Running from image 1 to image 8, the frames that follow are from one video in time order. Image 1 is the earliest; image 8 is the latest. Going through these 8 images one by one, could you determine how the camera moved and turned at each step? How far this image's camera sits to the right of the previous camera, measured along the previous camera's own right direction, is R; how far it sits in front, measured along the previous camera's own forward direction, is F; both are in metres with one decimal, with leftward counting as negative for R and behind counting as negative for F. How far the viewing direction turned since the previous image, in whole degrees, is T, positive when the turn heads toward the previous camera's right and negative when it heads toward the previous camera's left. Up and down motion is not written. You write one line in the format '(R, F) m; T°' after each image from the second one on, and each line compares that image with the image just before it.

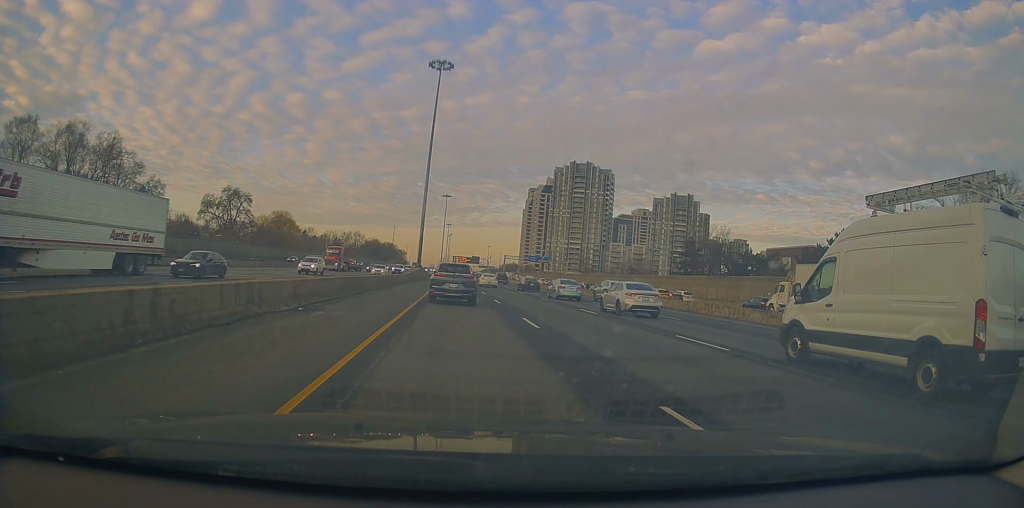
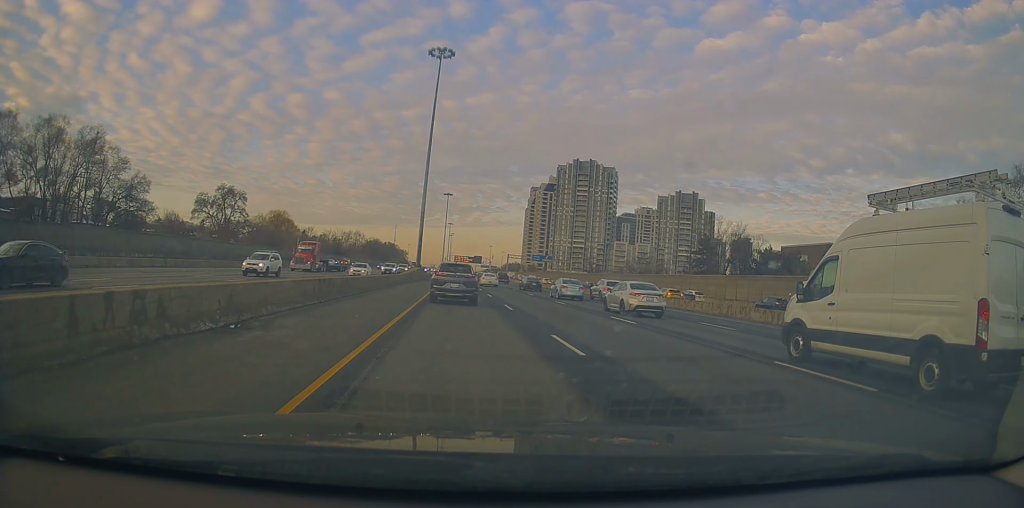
(-0.2, +4.9) m; -2°
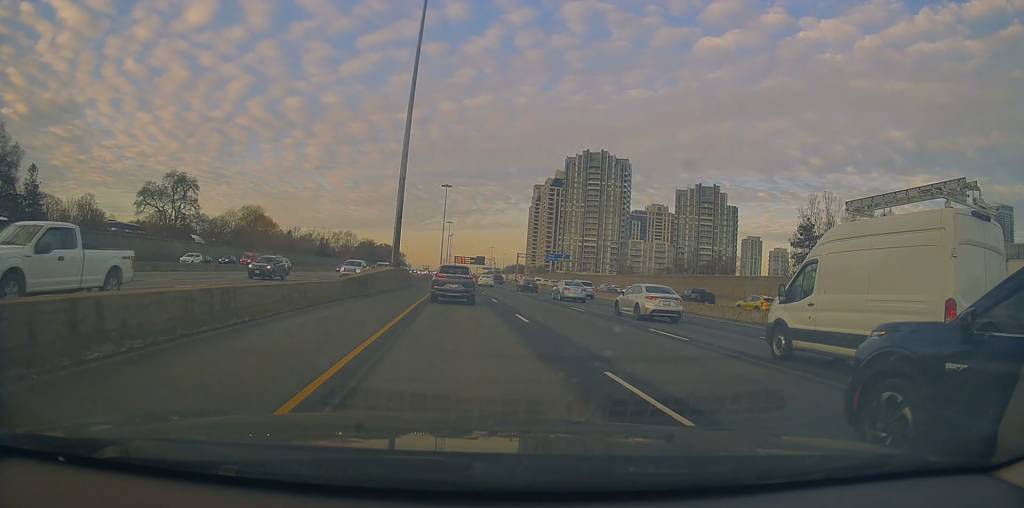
(-0.1, +29.1) m; +1°
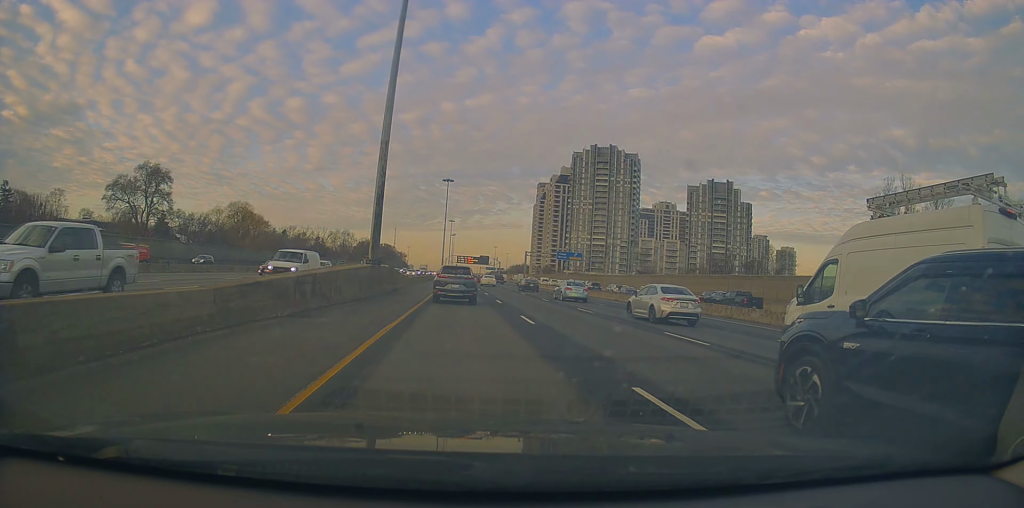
(-0.3, +12.7) m; -2°
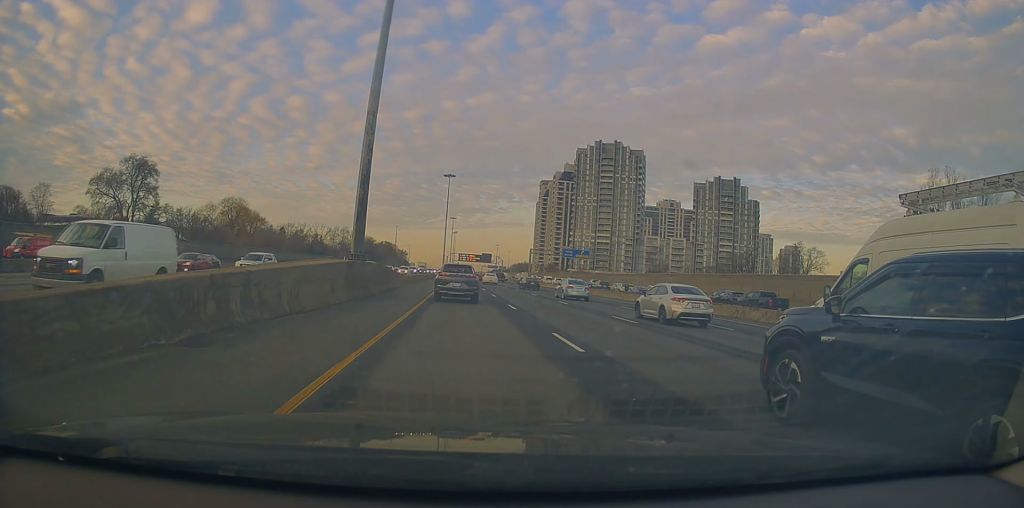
(-0.1, +6.0) m; +1°
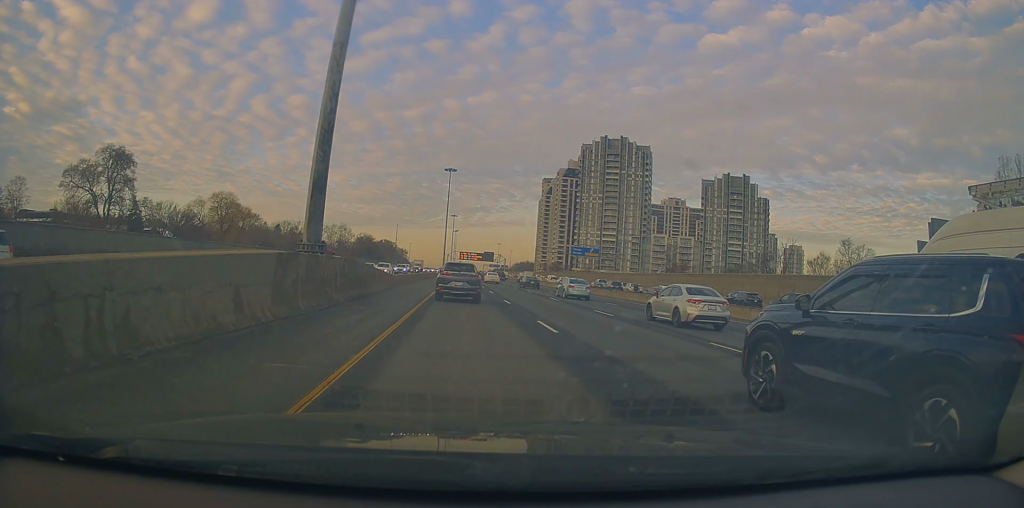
(0.0, +8.6) m; +1°
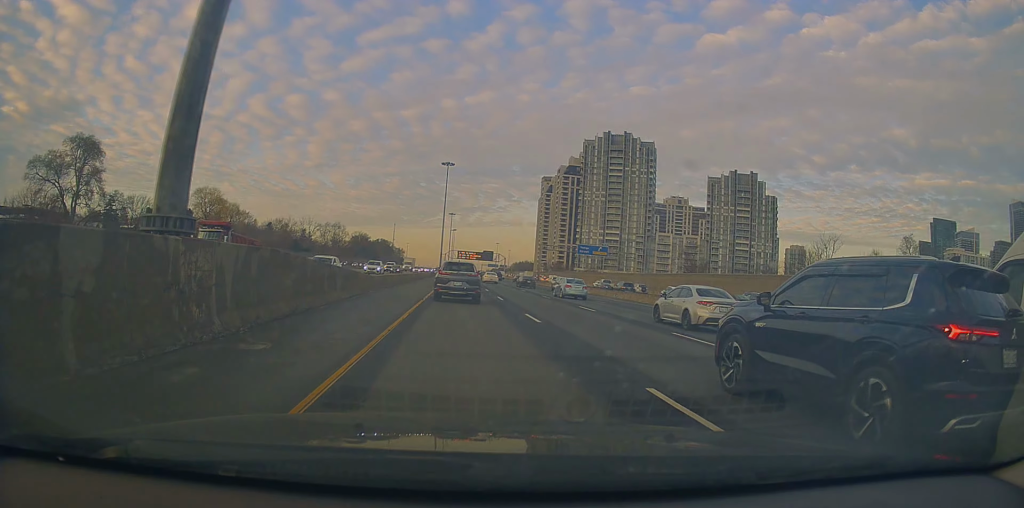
(+0.5, +9.6) m; 0°
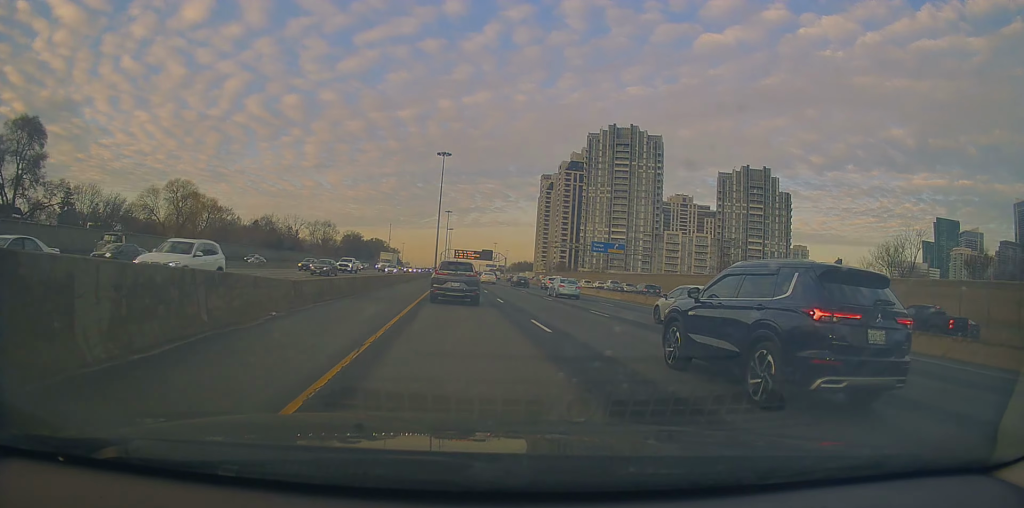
(-0.7, +15.0) m; -4°
